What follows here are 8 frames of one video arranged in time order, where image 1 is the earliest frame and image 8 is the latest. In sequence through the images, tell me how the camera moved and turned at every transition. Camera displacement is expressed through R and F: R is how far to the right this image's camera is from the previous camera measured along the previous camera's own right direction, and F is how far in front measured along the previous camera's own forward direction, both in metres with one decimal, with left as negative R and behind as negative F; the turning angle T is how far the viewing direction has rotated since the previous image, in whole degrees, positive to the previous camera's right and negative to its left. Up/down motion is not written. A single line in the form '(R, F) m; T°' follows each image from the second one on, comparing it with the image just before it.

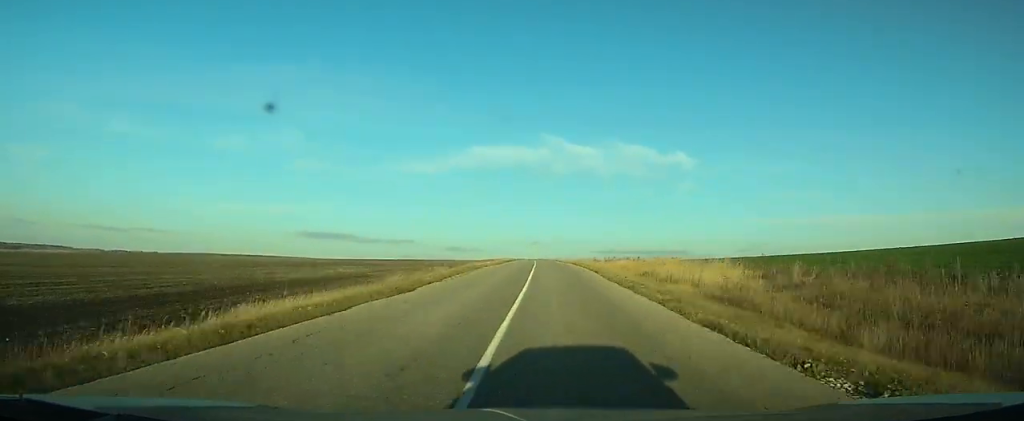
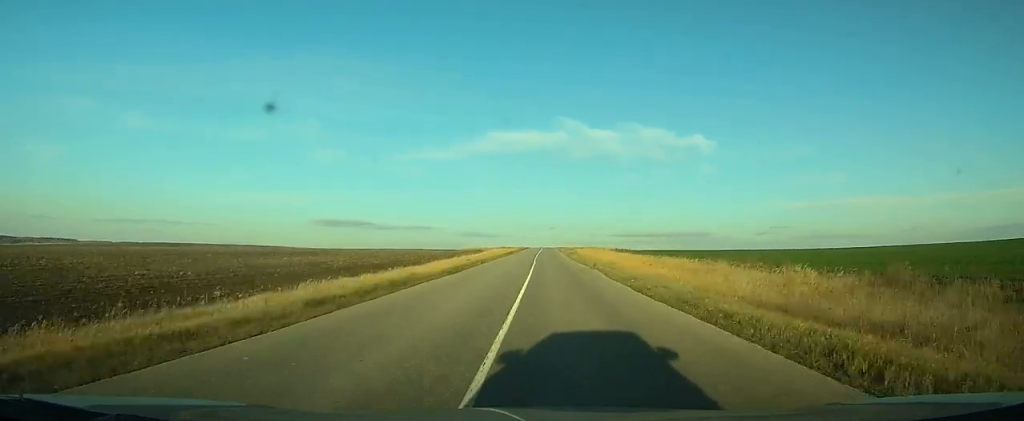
(-1.6, +111.3) m; -1°
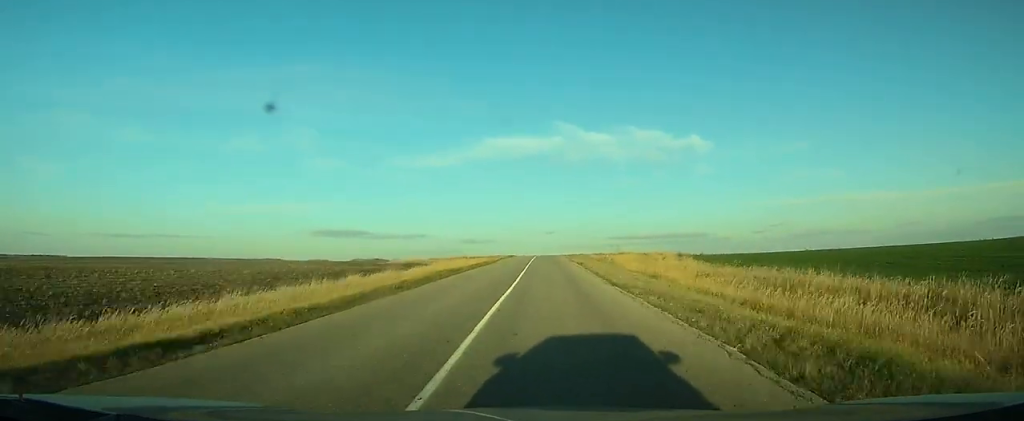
(-0.1, +69.8) m; 0°
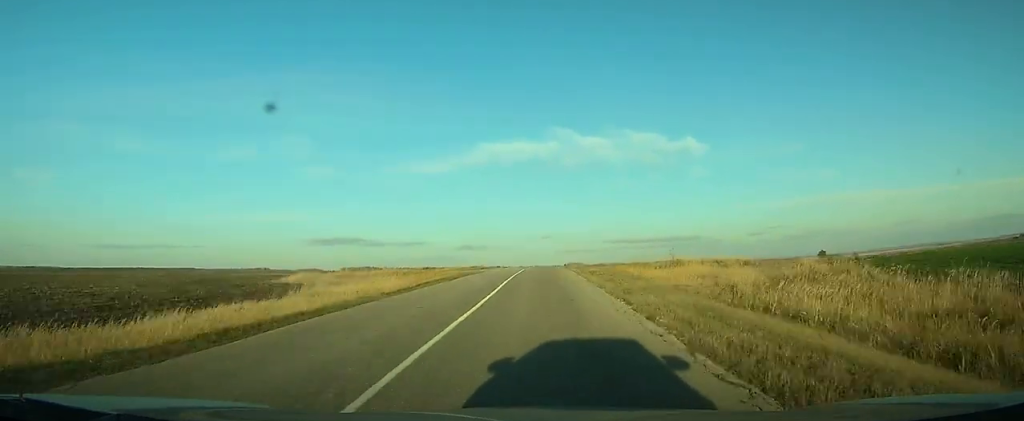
(0.0, +39.1) m; 0°
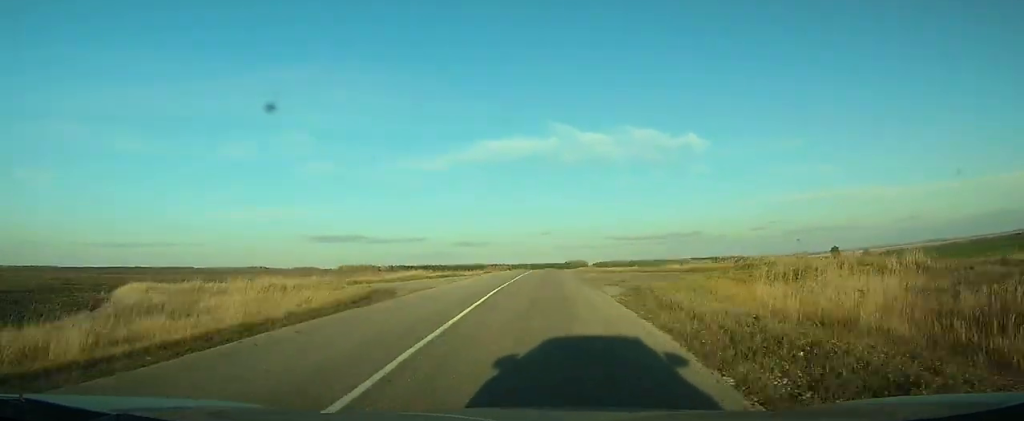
(-0.1, +24.2) m; 0°
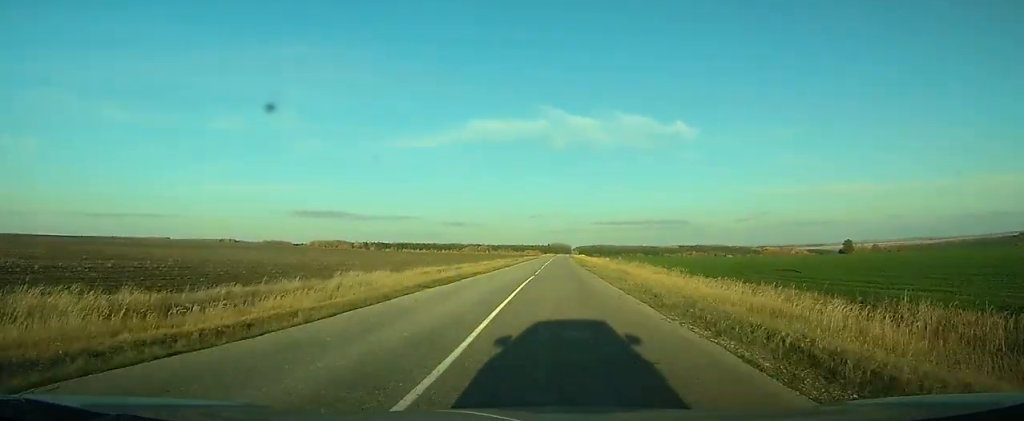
(+0.6, +56.4) m; +1°
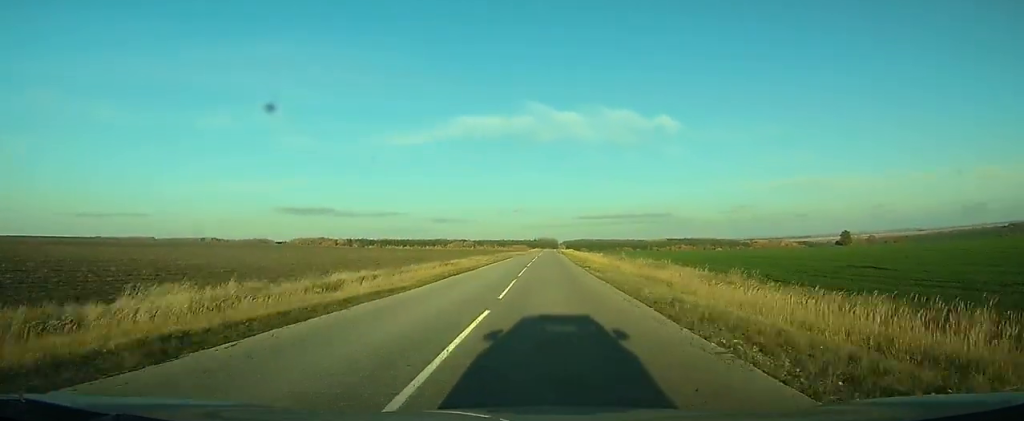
(+0.2, +18.0) m; 0°
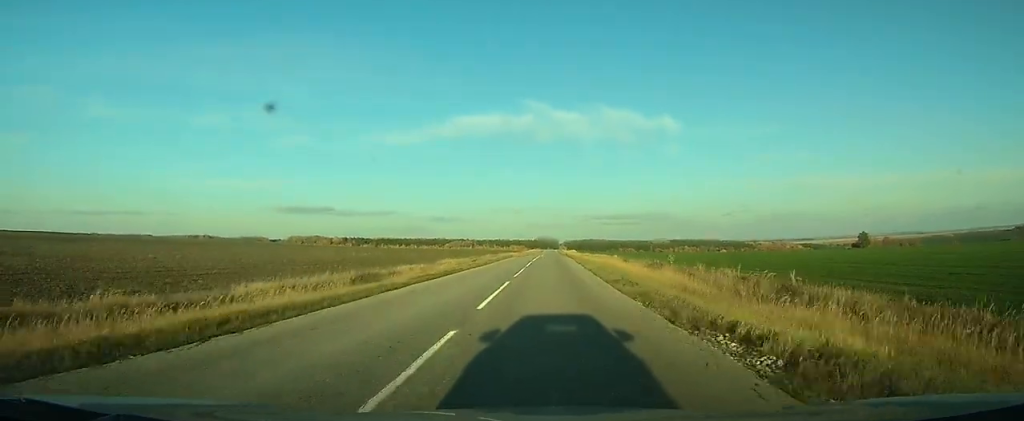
(+0.1, +26.6) m; 0°
